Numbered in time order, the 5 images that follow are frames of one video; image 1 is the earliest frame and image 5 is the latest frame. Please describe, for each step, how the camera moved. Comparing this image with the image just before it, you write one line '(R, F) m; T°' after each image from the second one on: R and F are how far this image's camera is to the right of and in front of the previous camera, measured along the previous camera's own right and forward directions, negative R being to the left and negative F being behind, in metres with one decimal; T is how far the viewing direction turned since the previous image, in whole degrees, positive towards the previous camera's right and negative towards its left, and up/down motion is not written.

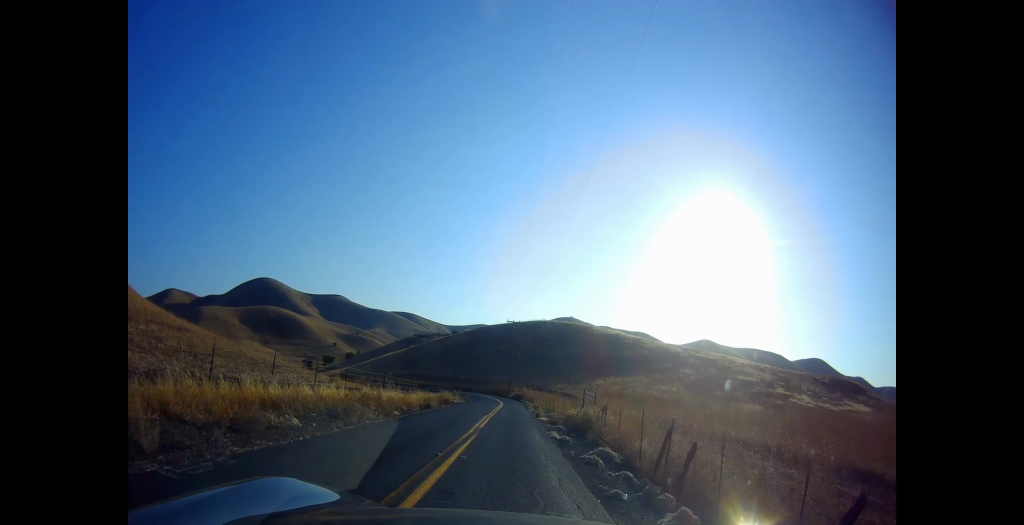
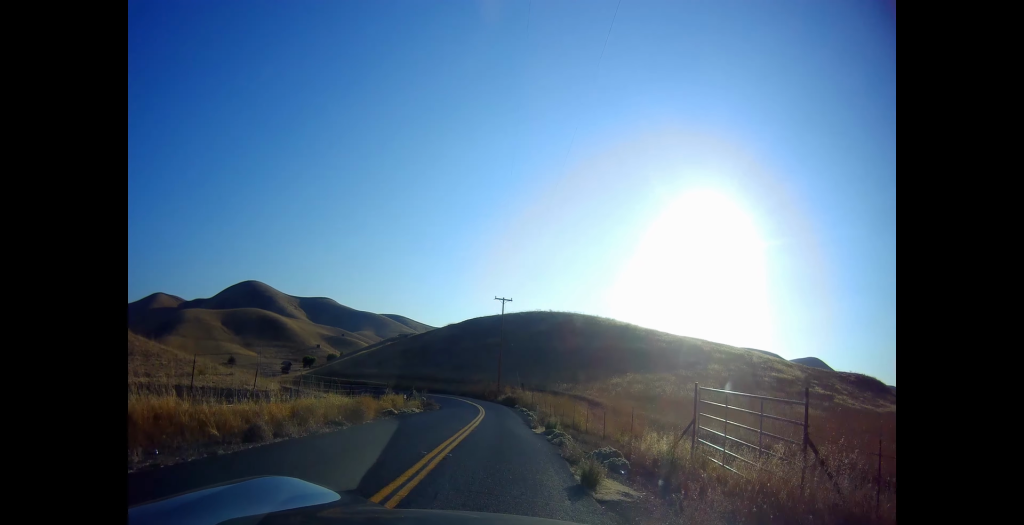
(+0.1, +21.8) m; 0°
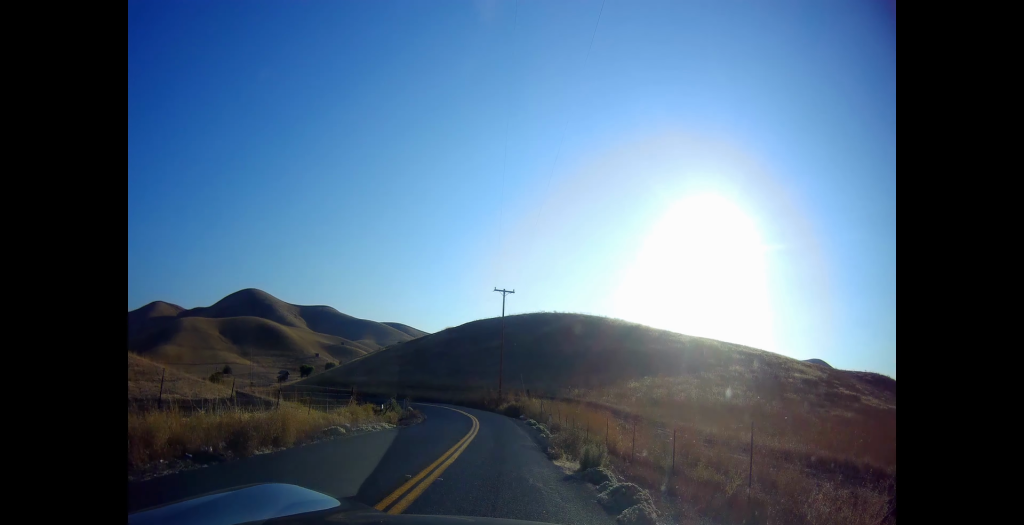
(-0.1, +9.0) m; 0°
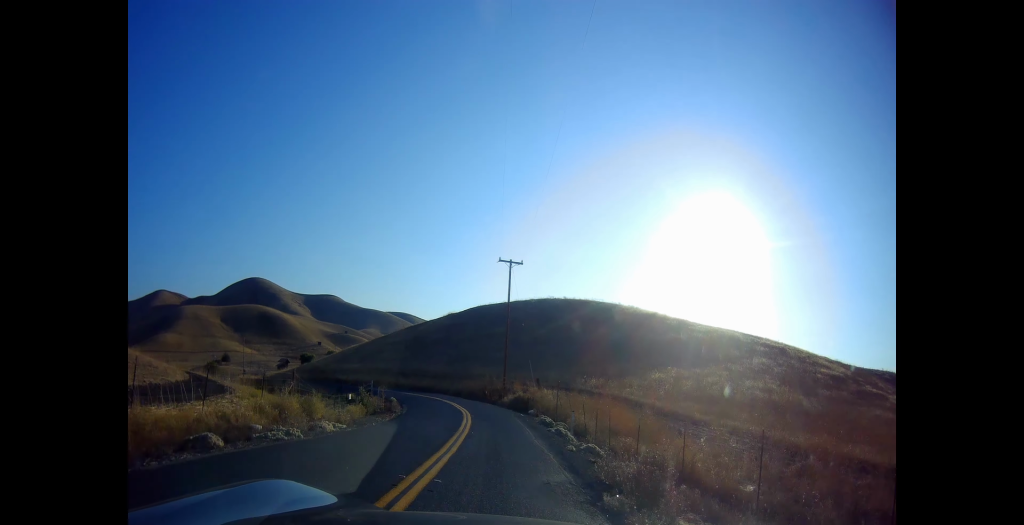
(0.0, +8.7) m; -1°
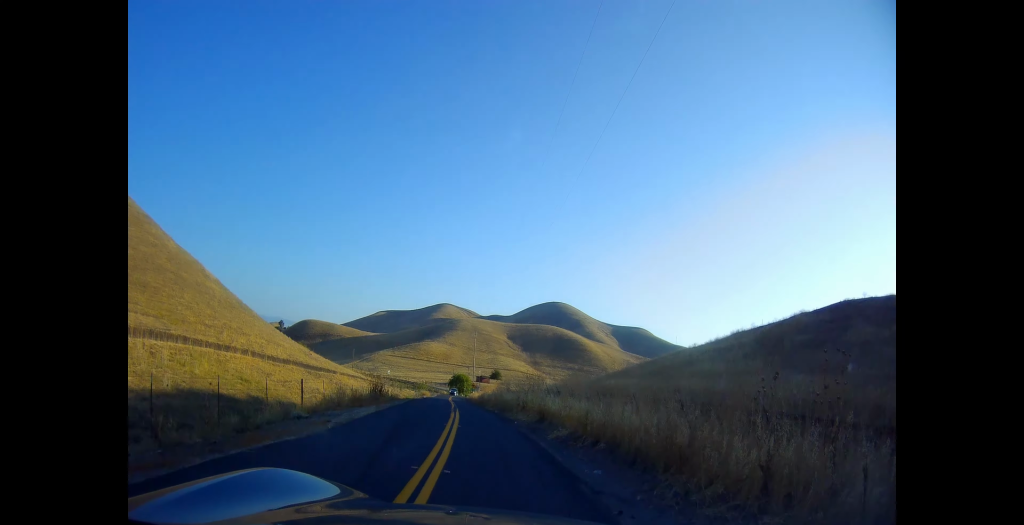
(-14.2, +54.4) m; -39°
